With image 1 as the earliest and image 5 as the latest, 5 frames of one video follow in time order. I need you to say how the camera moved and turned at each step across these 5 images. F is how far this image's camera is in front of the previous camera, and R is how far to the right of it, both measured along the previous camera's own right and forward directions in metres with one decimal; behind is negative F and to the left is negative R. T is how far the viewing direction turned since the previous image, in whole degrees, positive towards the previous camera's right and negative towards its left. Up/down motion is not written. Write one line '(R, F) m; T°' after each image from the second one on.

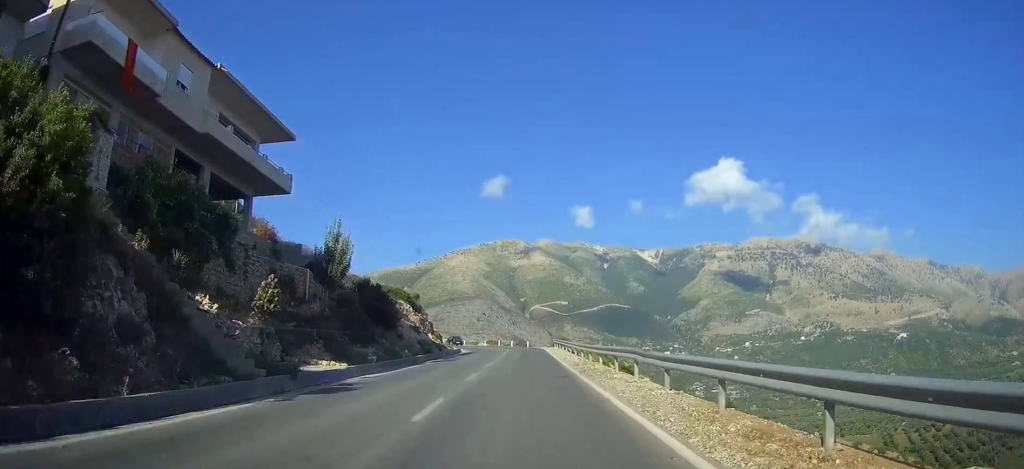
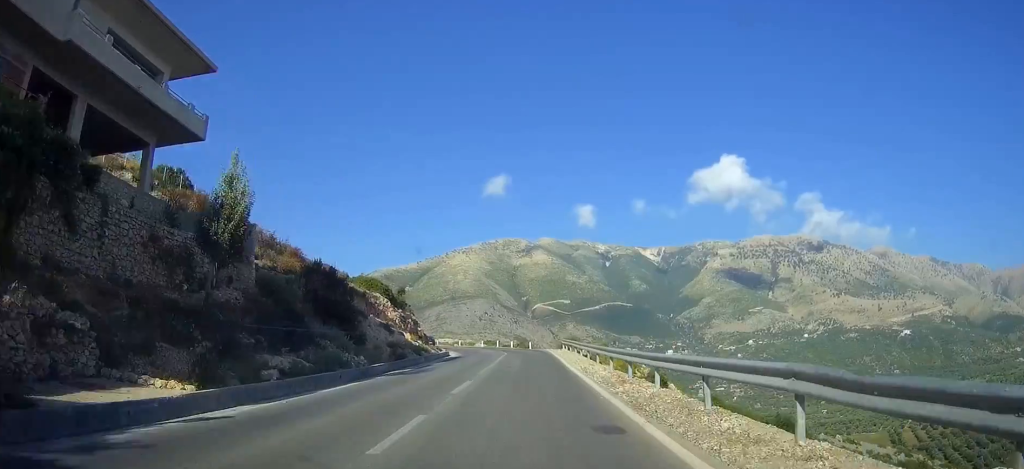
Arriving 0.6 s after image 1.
(-0.2, +11.3) m; -1°
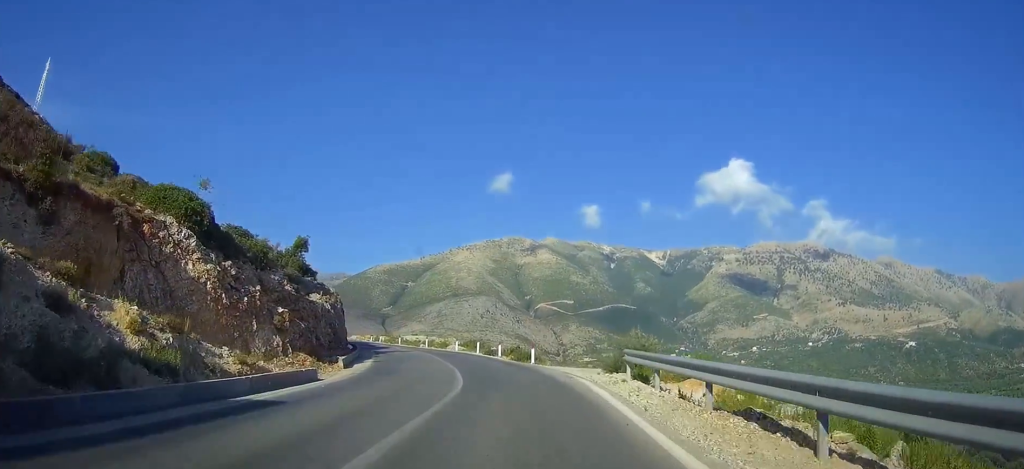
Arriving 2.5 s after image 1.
(-0.4, +33.4) m; -3°
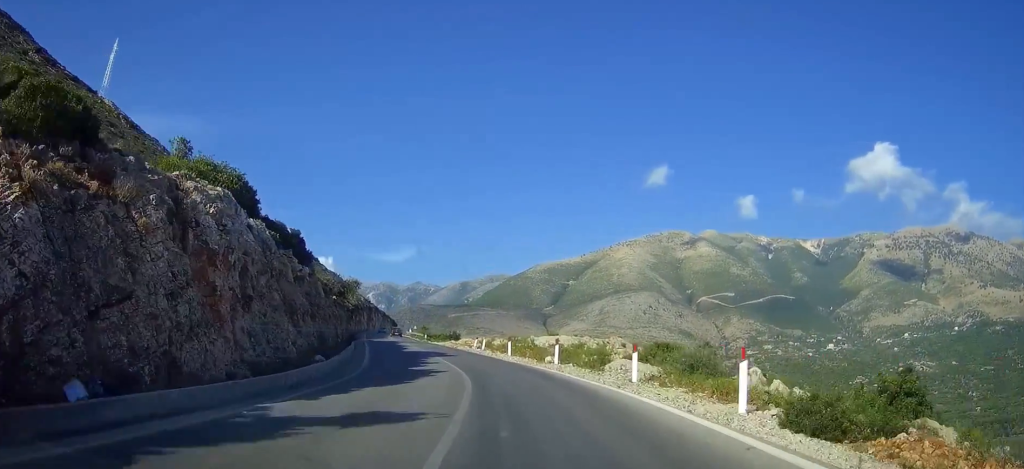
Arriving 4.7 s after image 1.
(-2.9, +39.7) m; -11°
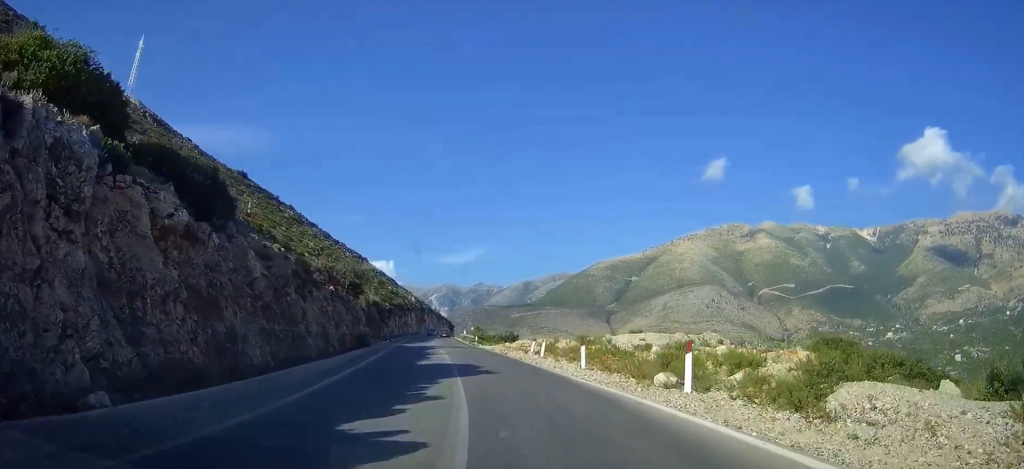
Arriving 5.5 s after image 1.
(-1.1, +14.0) m; -7°
